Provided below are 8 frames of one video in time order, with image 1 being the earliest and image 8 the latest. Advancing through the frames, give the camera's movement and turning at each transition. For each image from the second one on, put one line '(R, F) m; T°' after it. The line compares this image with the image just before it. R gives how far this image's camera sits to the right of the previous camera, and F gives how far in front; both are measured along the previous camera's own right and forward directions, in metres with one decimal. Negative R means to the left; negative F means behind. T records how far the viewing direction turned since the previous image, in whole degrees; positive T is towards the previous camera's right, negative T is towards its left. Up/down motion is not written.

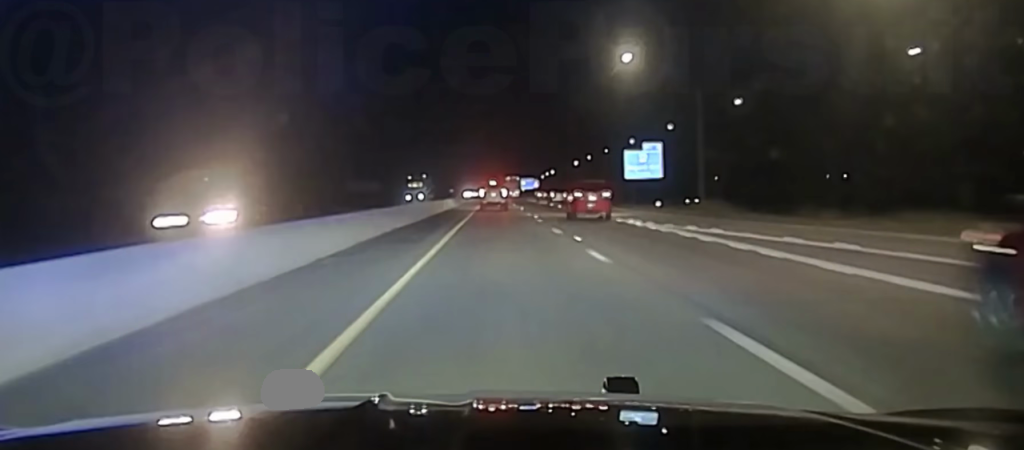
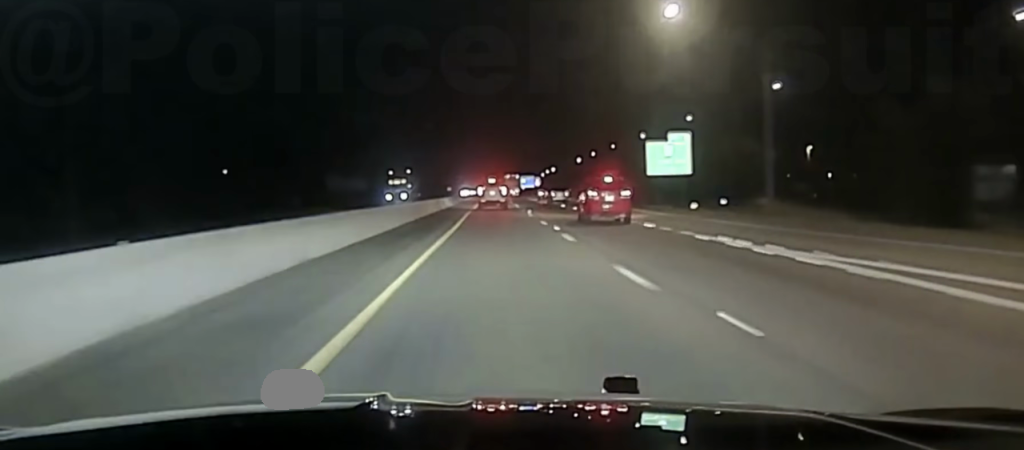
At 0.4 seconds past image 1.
(0.0, +18.9) m; 0°
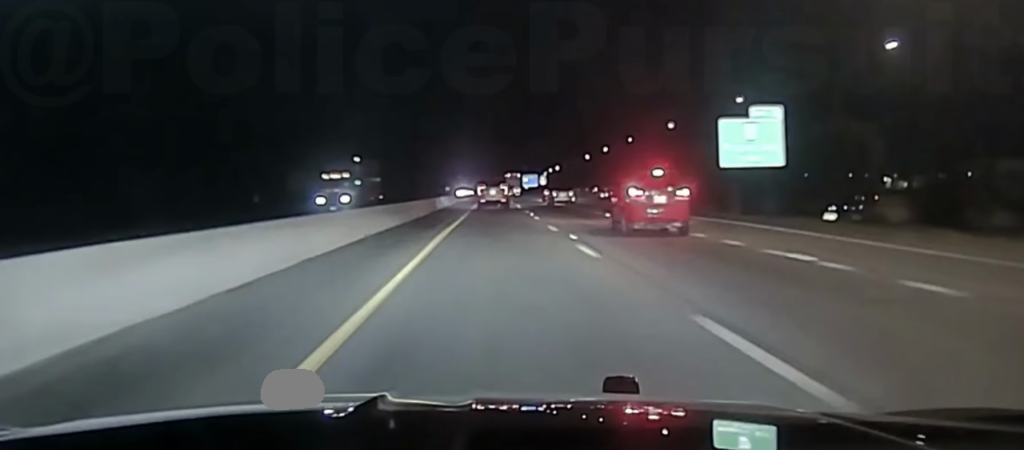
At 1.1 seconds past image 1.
(+0.1, +31.2) m; 0°
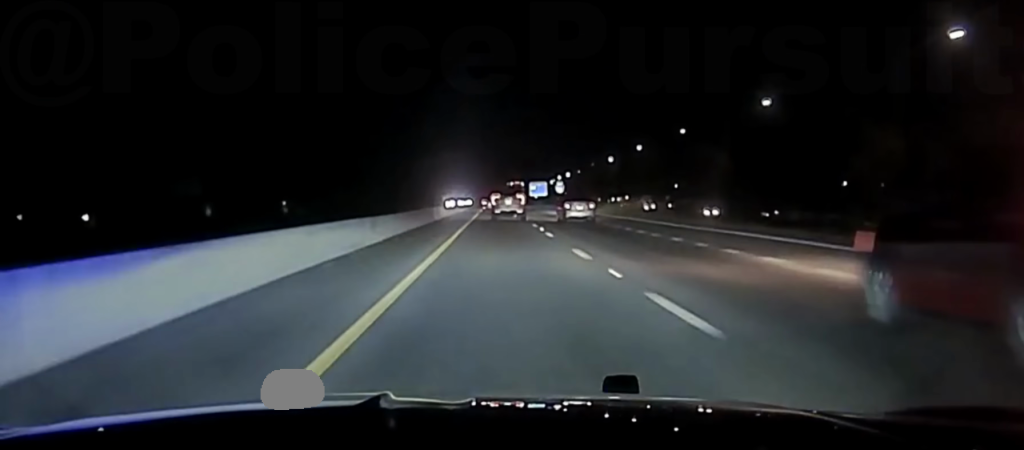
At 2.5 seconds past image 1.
(-0.4, +56.8) m; -1°
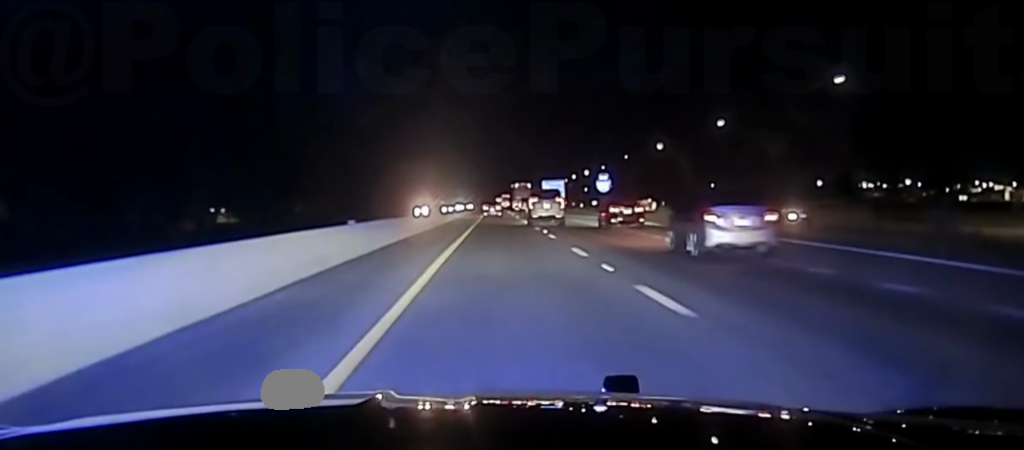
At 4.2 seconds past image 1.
(+0.4, +72.6) m; +1°
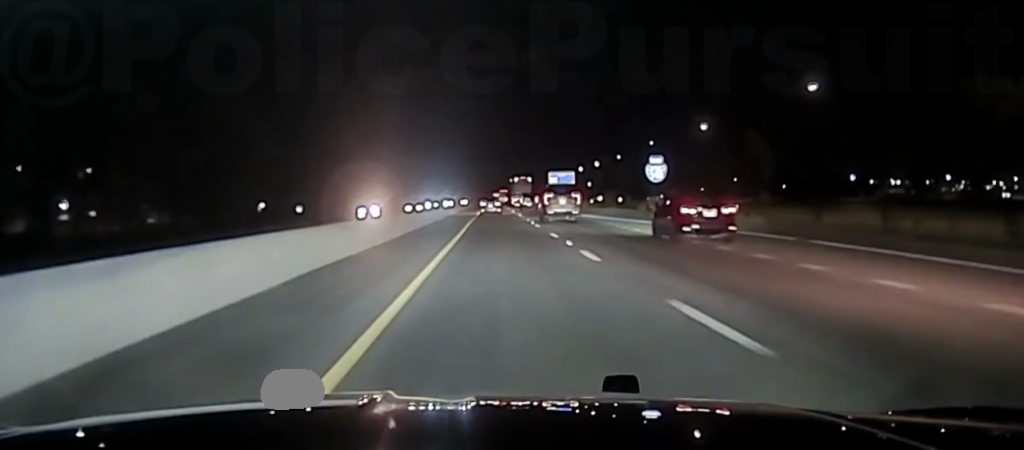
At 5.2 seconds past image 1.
(-0.3, +39.5) m; 0°
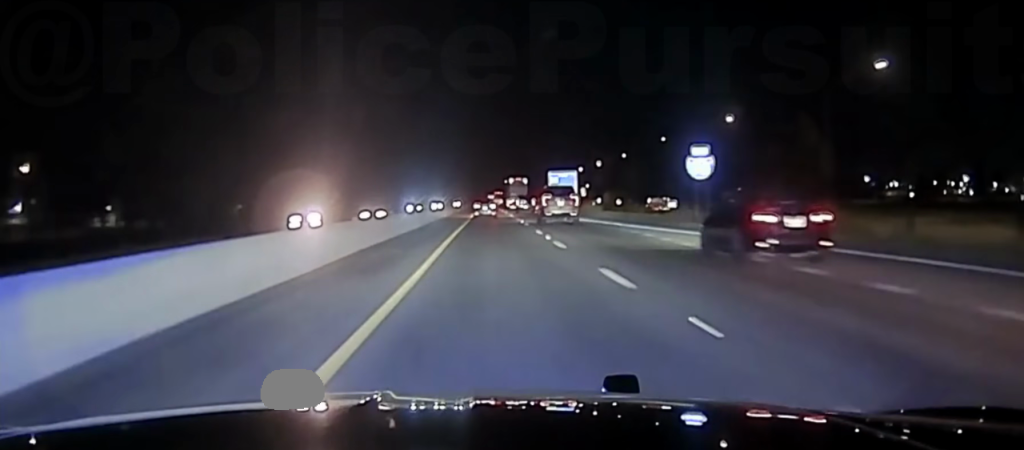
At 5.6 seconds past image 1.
(+0.1, +18.4) m; 0°
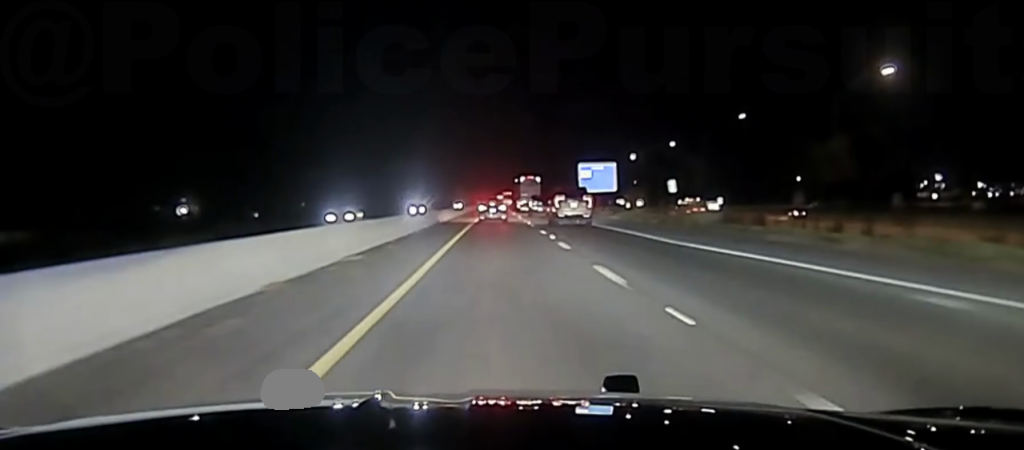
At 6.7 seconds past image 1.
(+0.1, +48.5) m; 0°
